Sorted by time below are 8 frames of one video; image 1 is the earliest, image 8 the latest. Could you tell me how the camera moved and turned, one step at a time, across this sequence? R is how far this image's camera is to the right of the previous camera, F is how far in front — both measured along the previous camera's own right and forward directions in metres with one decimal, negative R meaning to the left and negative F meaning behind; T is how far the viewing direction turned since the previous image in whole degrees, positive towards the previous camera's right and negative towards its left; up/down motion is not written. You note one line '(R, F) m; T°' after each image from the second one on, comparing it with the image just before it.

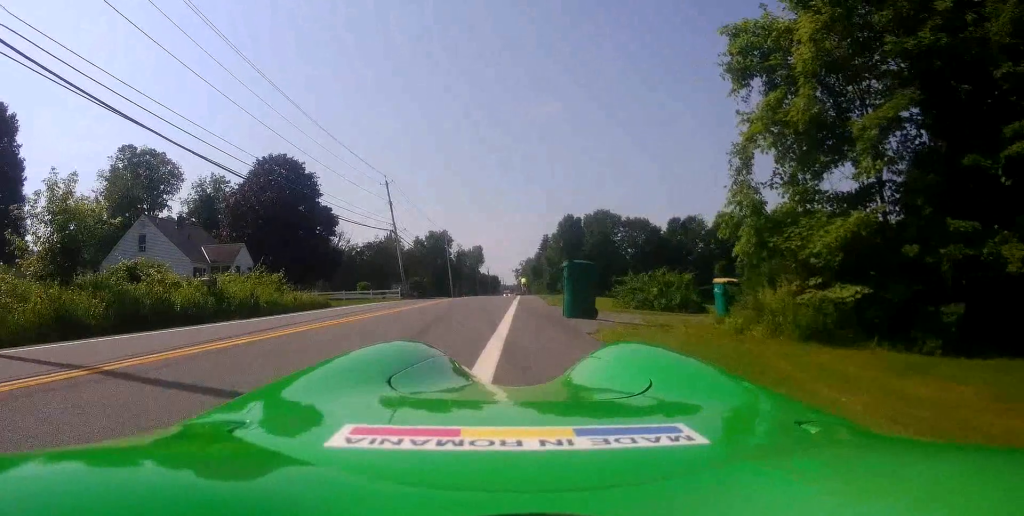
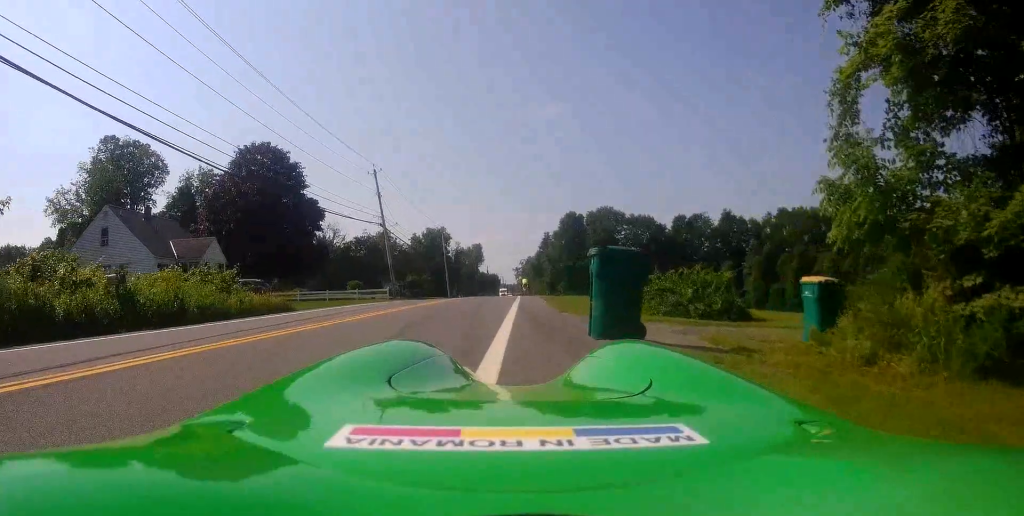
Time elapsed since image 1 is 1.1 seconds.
(0.0, +4.7) m; +3°
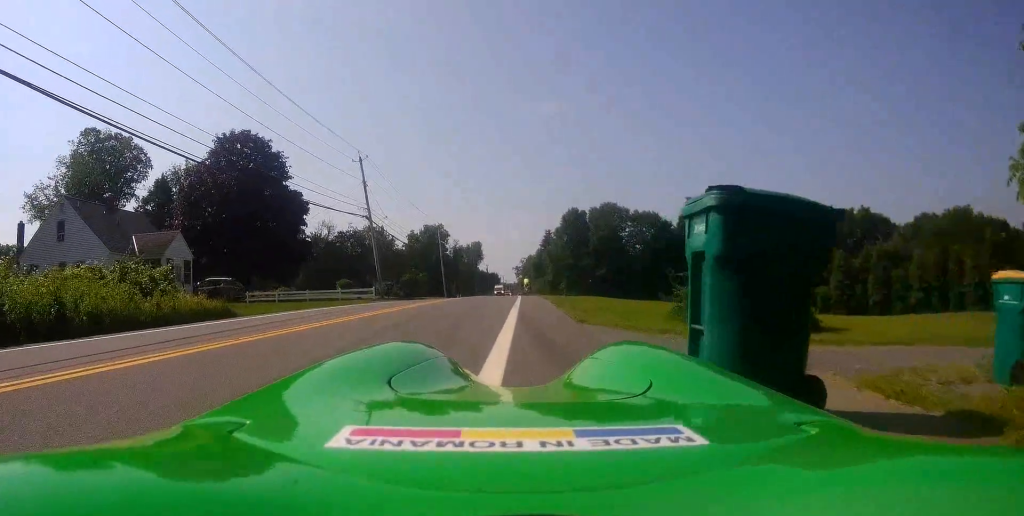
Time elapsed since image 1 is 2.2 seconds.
(+0.2, +4.4) m; -1°
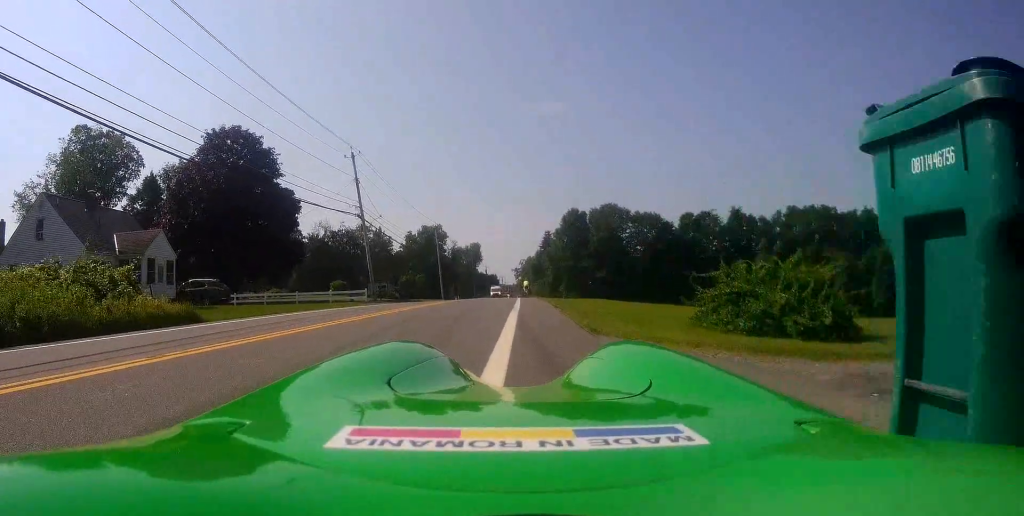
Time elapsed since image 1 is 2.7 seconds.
(0.0, +1.9) m; -2°
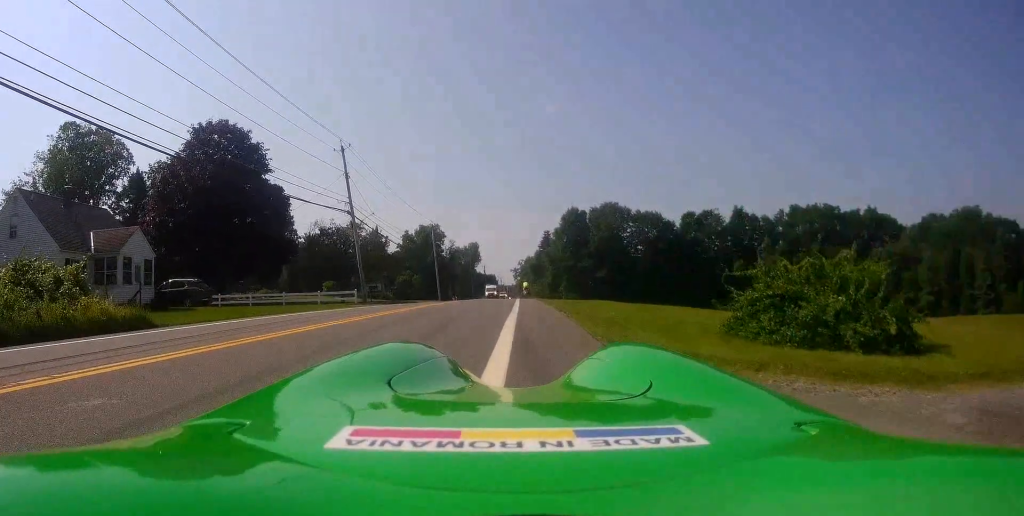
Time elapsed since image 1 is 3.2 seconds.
(-0.2, +2.3) m; 0°
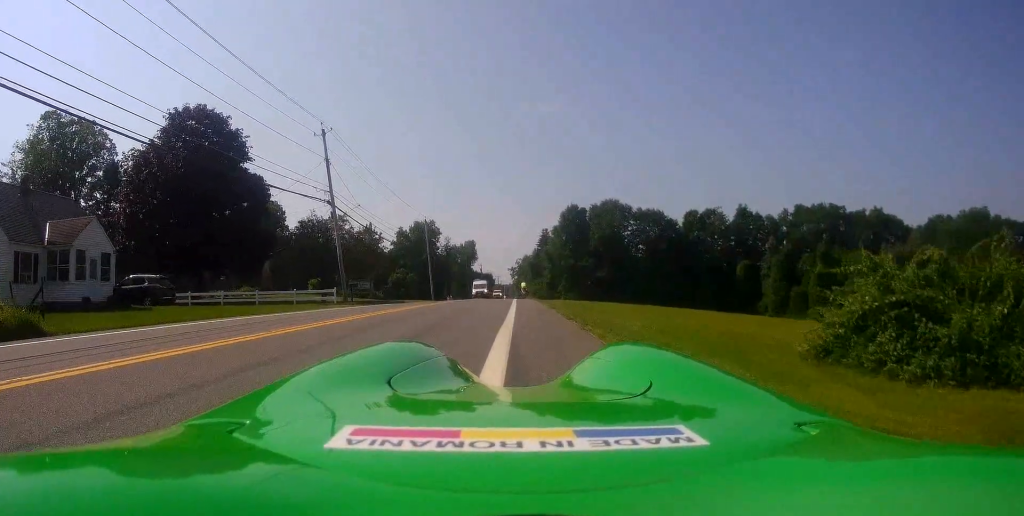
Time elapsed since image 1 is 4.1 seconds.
(+0.1, +3.9) m; +3°
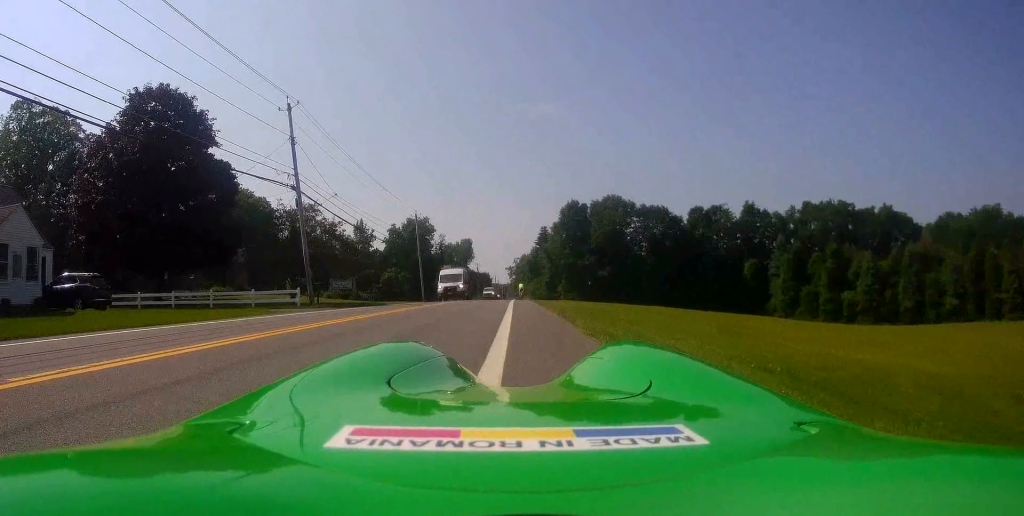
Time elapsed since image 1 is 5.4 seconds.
(+0.2, +5.4) m; +2°
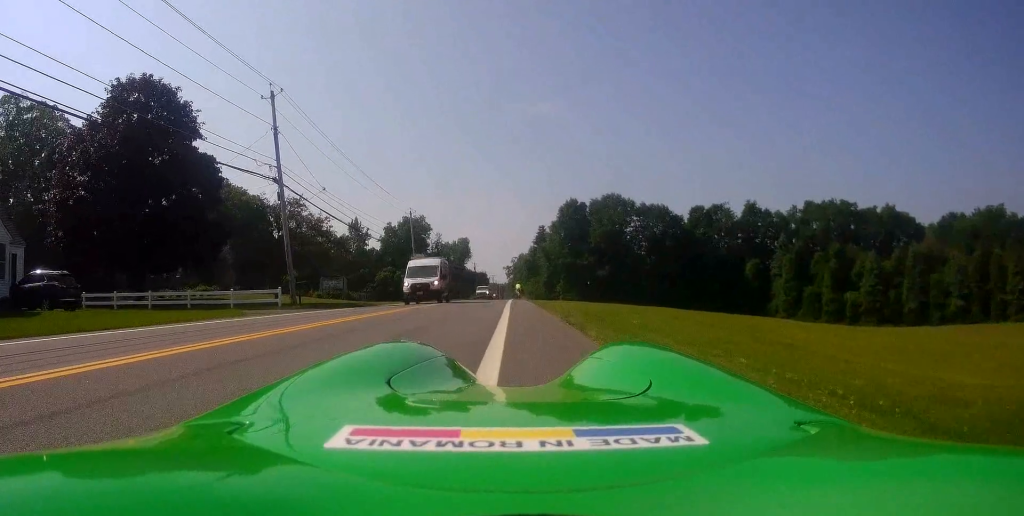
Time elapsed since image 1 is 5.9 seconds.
(0.0, +2.1) m; -2°
